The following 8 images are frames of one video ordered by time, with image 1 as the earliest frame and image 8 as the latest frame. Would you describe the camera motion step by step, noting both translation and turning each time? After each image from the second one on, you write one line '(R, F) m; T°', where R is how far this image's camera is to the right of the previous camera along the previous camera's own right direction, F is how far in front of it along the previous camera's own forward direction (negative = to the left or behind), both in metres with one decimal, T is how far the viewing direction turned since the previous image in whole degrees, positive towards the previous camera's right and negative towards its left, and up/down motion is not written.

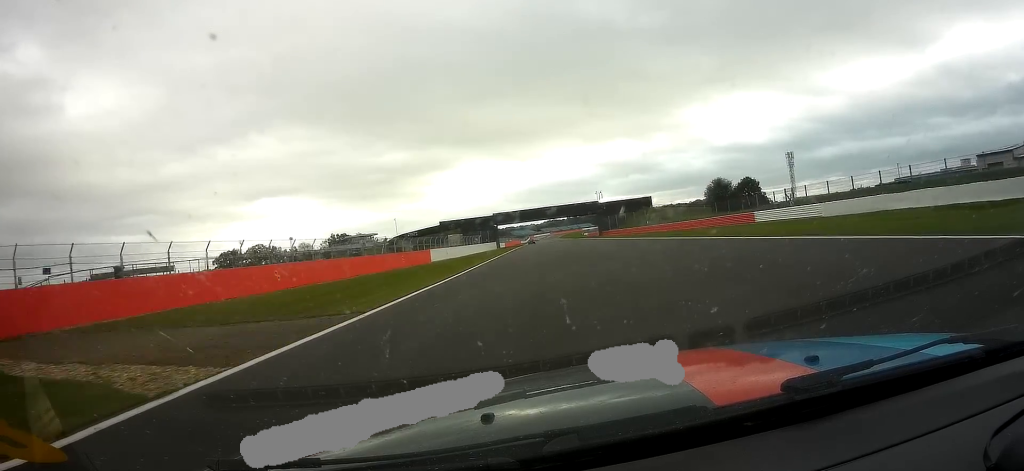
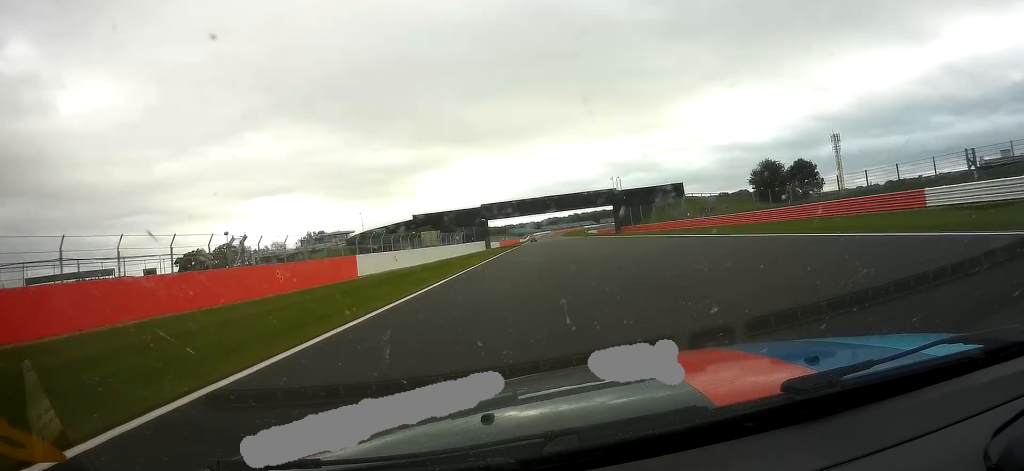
(+0.1, +28.5) m; +1°
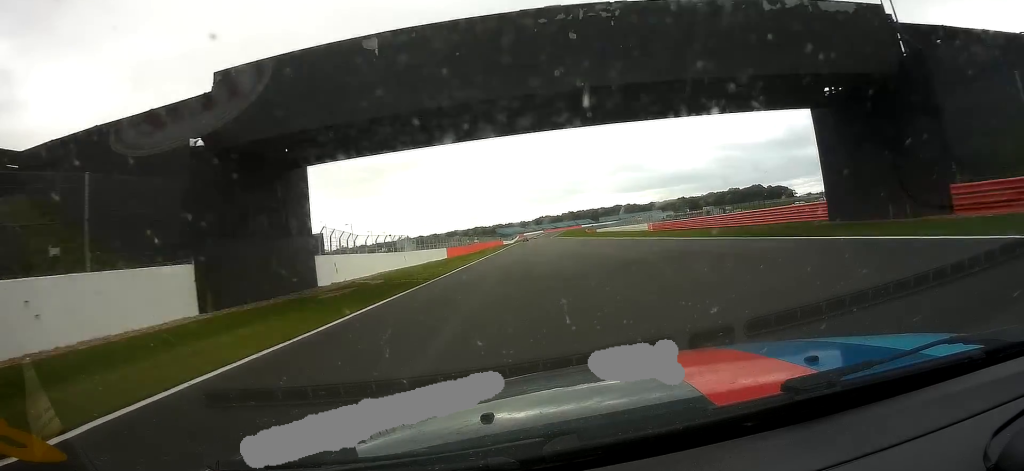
(+1.2, +84.1) m; +1°
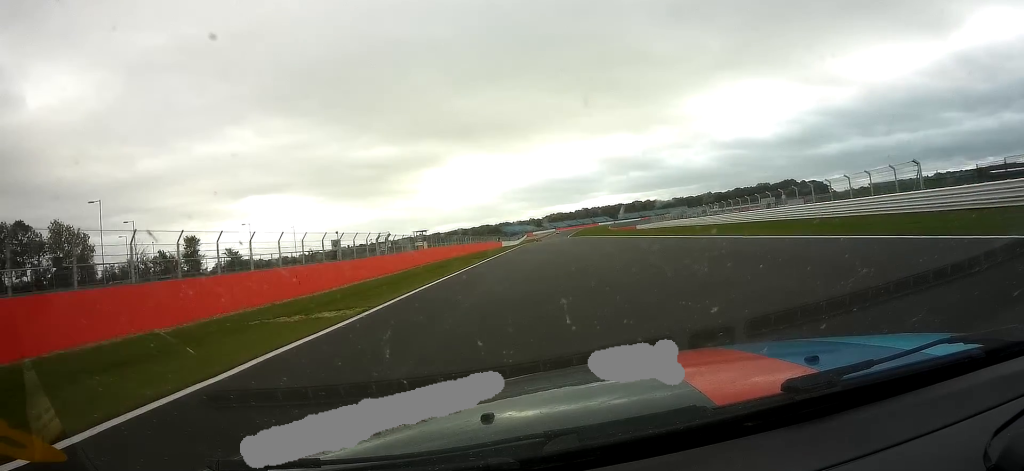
(-0.6, +72.7) m; -1°
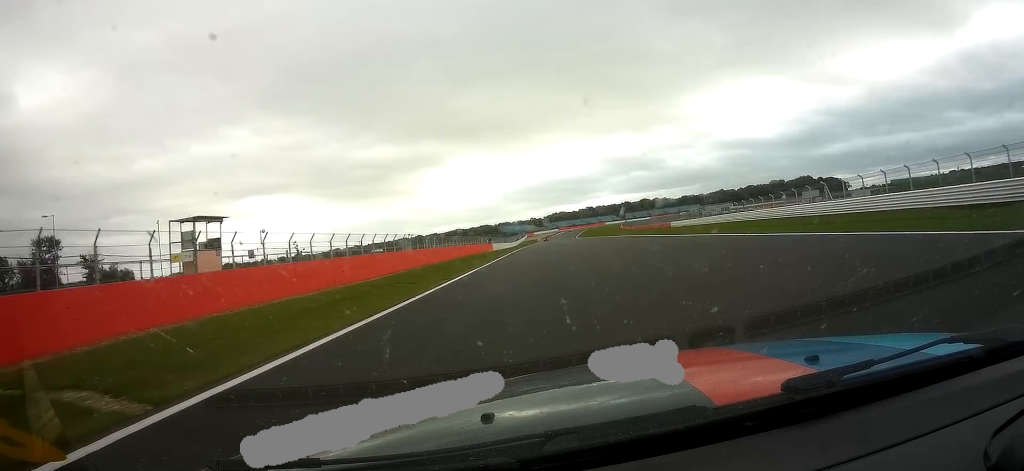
(-0.3, +40.6) m; -1°
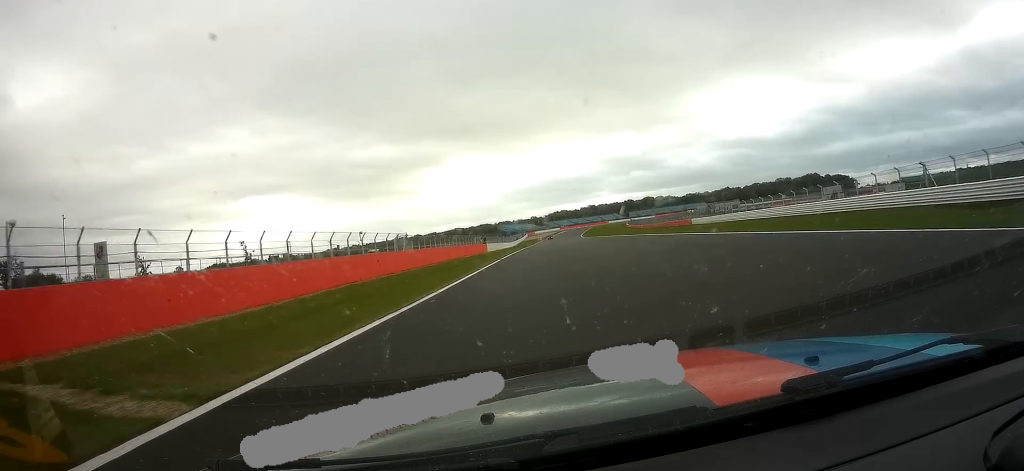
(-0.1, +16.4) m; 0°
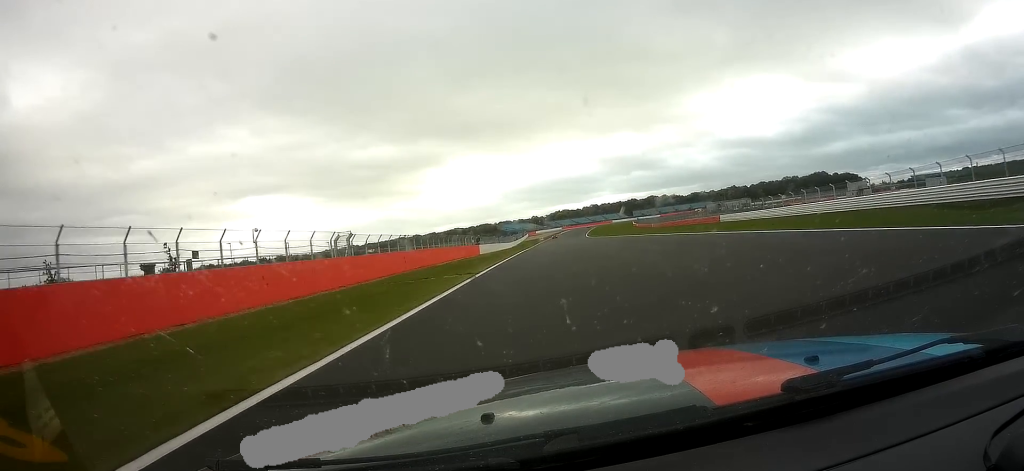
(0.0, +16.6) m; 0°
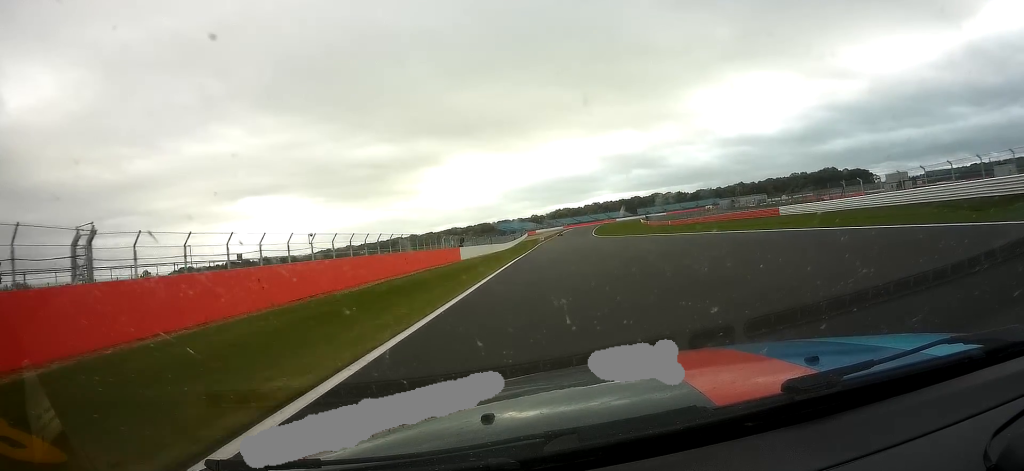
(0.0, +23.6) m; 0°
